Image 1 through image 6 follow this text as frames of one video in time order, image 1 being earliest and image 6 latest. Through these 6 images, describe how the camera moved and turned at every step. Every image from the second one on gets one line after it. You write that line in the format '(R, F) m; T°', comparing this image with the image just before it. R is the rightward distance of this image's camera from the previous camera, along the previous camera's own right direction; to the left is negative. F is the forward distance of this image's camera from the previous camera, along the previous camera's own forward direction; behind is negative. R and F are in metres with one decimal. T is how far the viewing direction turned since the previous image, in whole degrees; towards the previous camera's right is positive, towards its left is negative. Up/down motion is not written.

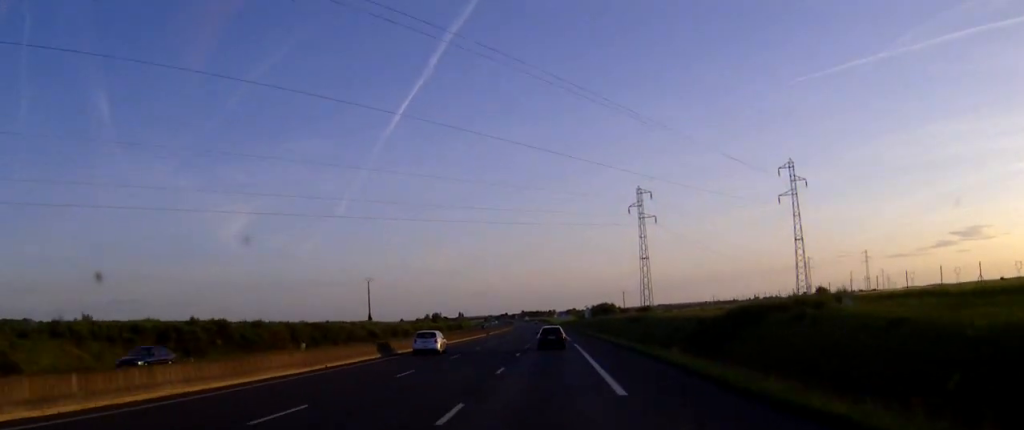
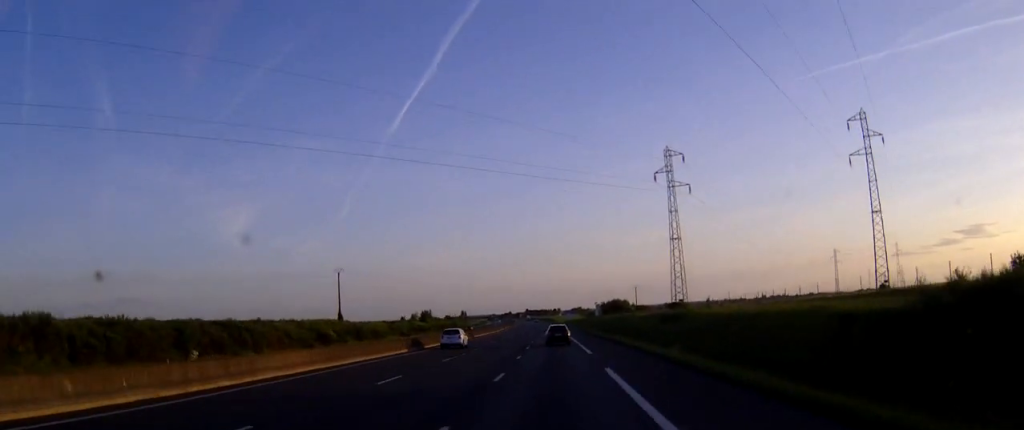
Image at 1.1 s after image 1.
(-0.1, +30.0) m; 0°
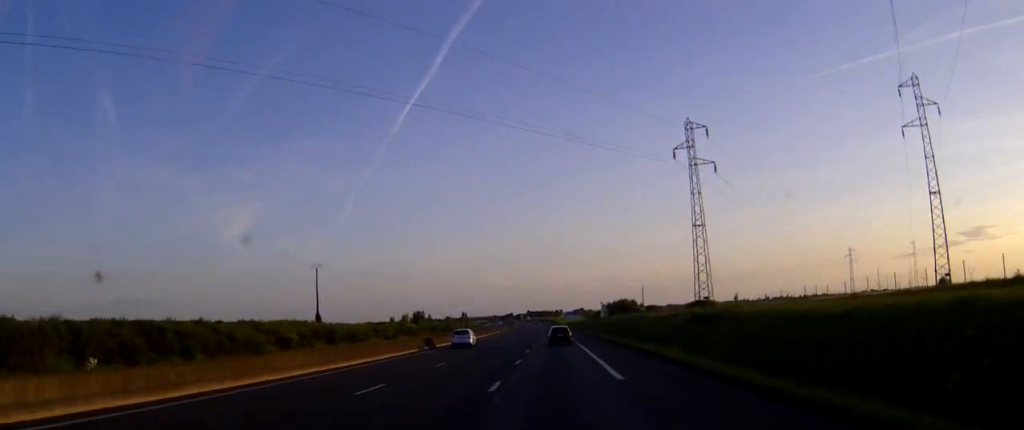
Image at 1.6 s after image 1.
(0.0, +16.0) m; 0°
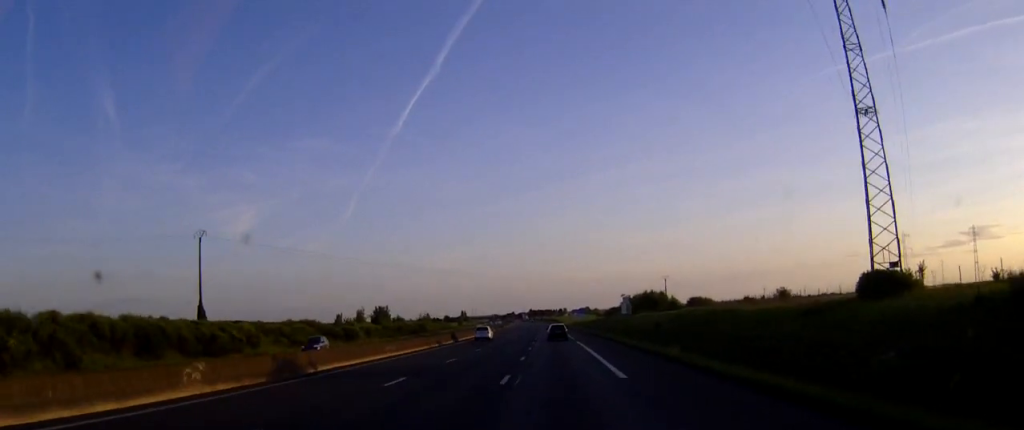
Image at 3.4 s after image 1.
(-0.2, +50.0) m; 0°
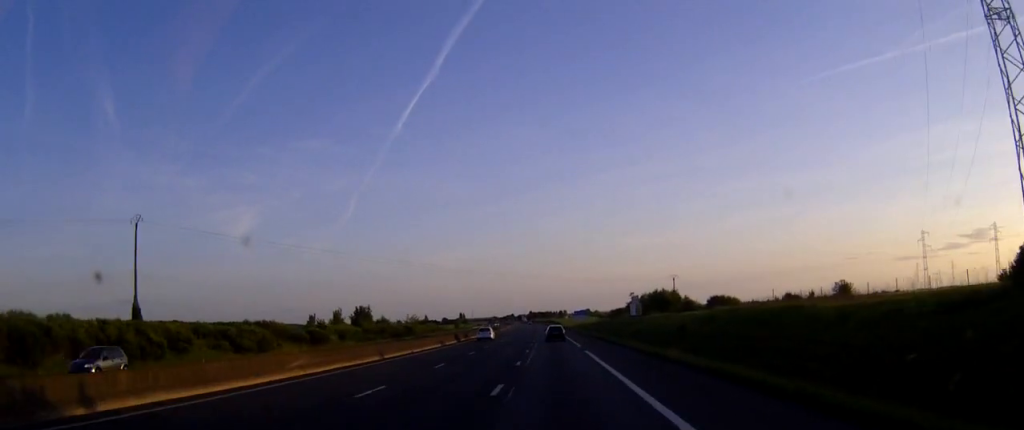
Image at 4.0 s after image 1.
(0.0, +16.1) m; 0°
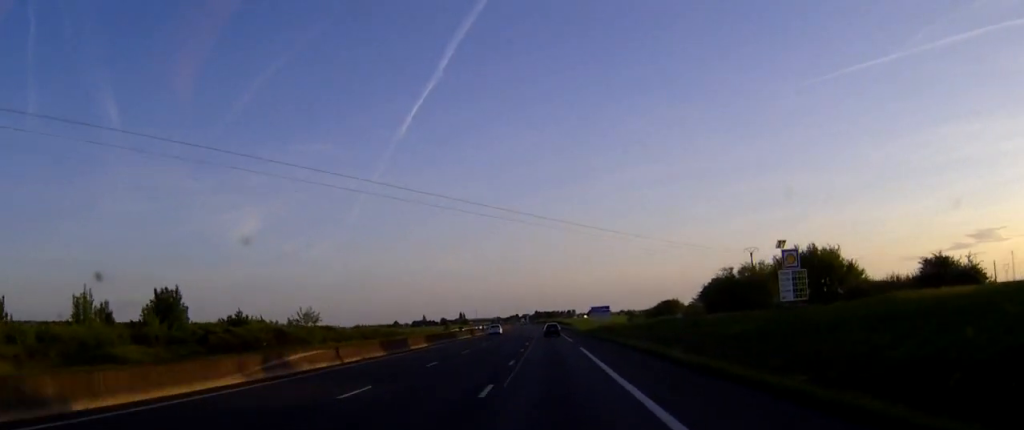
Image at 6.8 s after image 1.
(-0.4, +79.9) m; -1°
